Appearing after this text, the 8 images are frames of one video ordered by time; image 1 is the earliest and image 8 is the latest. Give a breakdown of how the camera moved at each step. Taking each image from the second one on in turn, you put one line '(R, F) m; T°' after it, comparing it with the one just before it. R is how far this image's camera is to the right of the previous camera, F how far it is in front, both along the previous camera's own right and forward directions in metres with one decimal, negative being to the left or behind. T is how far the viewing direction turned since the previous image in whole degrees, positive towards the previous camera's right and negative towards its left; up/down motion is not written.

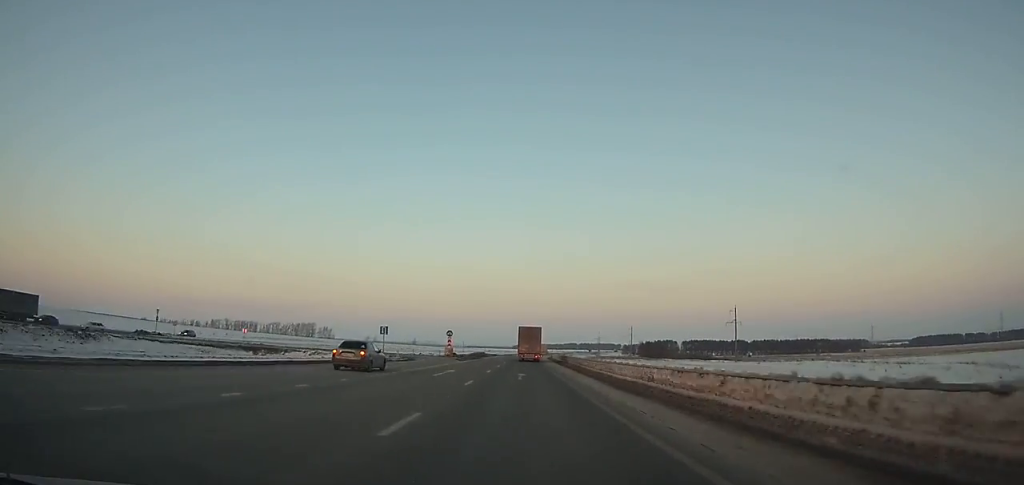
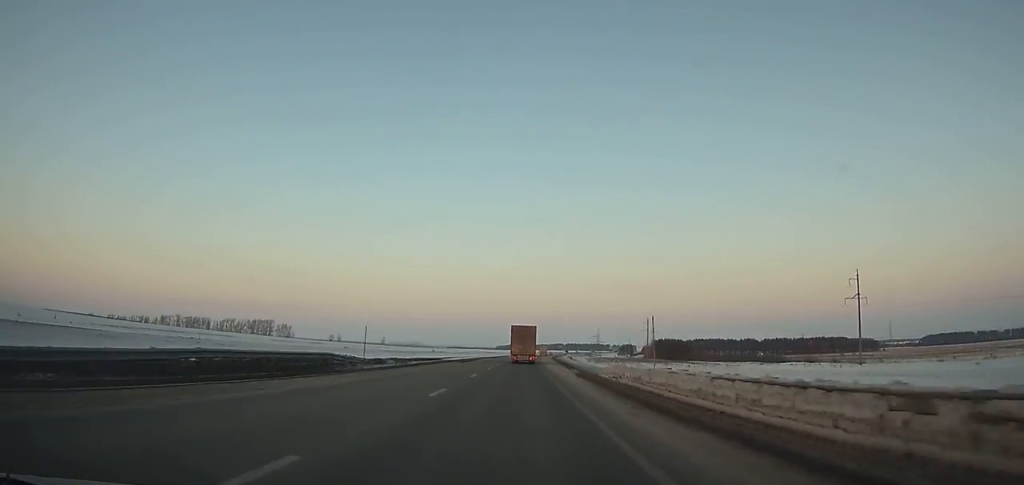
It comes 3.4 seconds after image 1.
(+1.3, +88.2) m; +2°
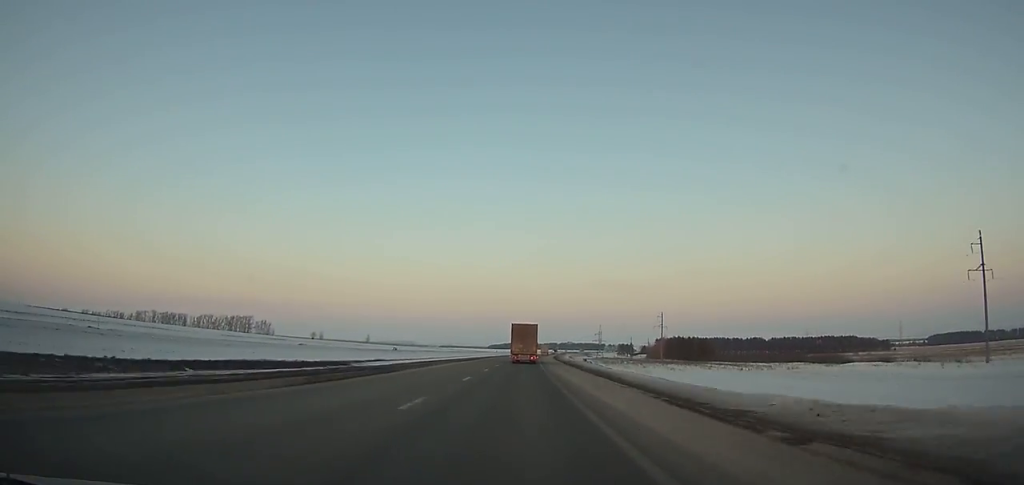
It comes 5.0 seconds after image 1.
(+0.2, +41.7) m; +1°
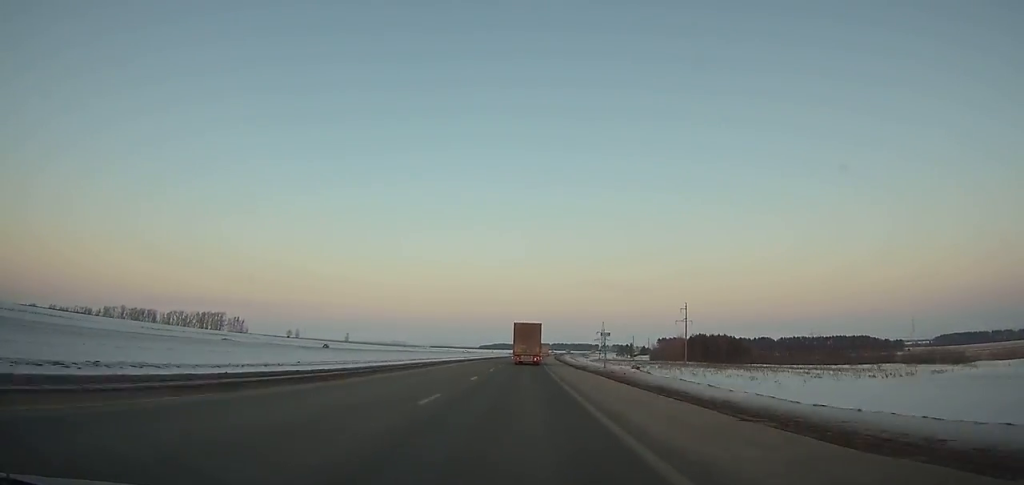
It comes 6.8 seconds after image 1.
(+0.3, +47.2) m; +1°
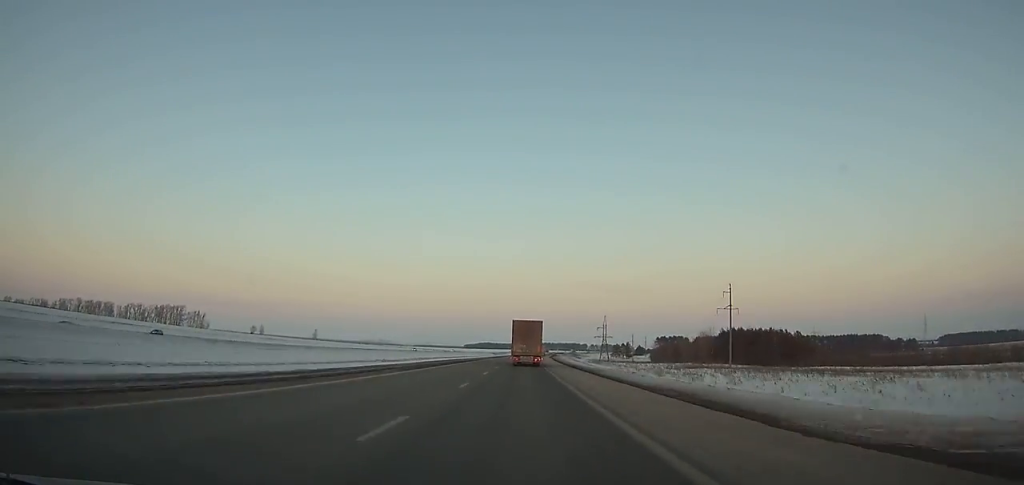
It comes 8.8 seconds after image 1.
(+0.7, +53.2) m; +1°
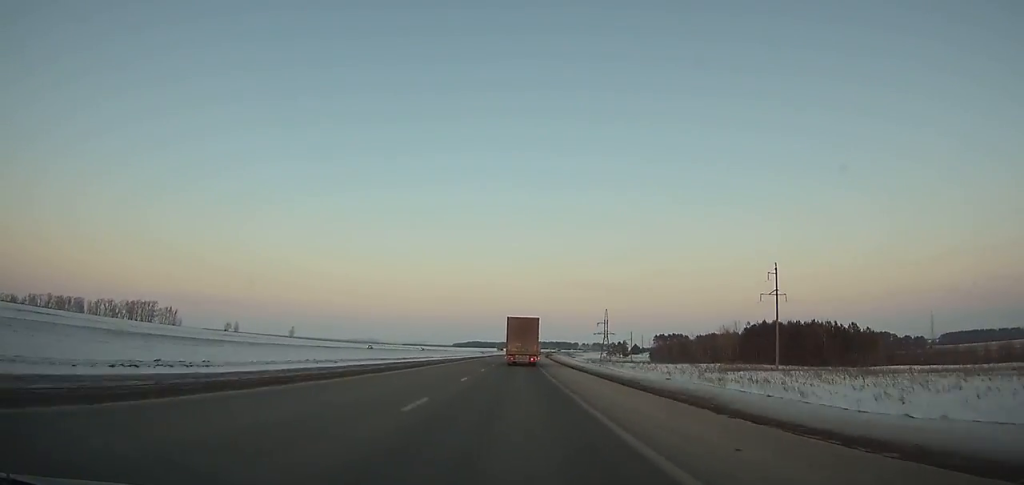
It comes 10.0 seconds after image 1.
(+0.1, +32.2) m; +1°
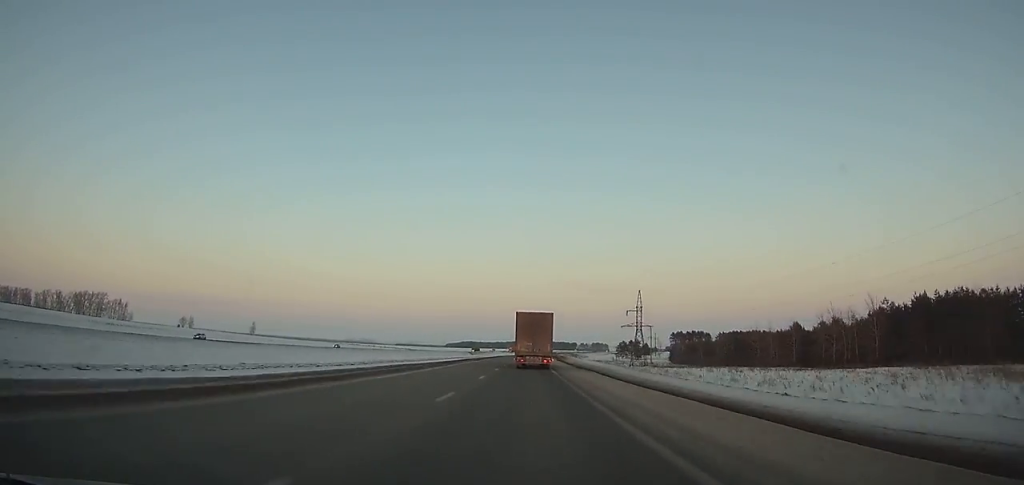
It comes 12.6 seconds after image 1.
(+0.7, +71.1) m; +1°
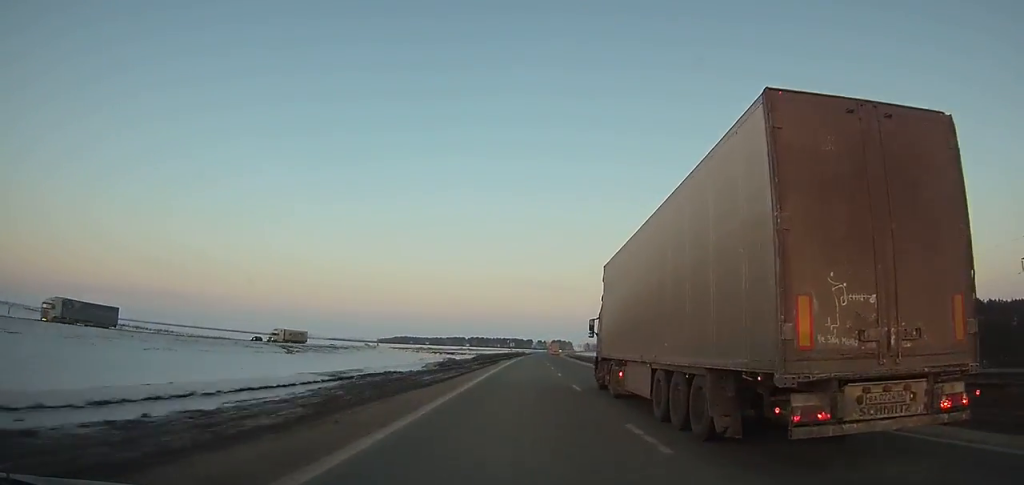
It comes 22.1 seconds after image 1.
(+11.1, +271.9) m; +5°
